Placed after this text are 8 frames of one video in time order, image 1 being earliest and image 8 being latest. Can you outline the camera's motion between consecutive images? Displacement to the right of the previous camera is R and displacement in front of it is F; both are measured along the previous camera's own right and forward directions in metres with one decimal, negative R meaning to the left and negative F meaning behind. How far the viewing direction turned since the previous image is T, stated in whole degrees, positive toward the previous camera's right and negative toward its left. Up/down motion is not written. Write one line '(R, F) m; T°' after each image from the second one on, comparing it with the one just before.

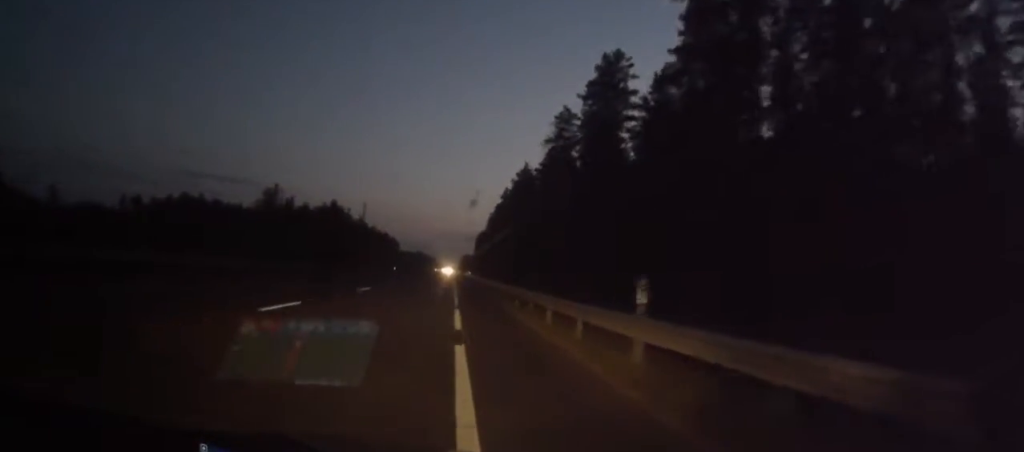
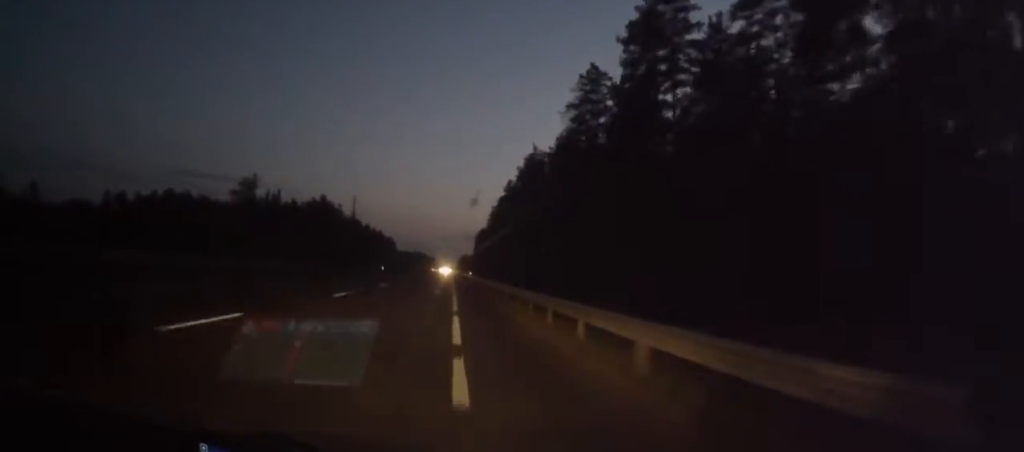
(-0.1, +16.4) m; 0°
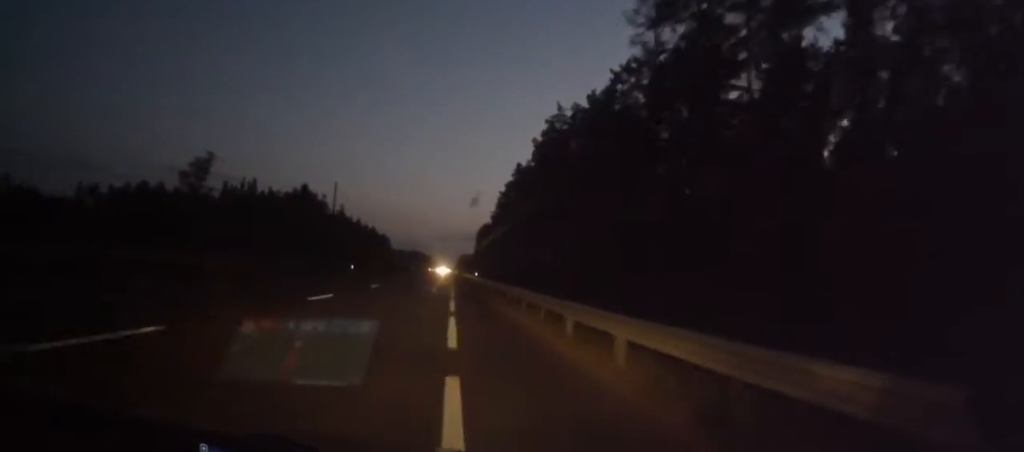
(-0.2, +27.0) m; 0°
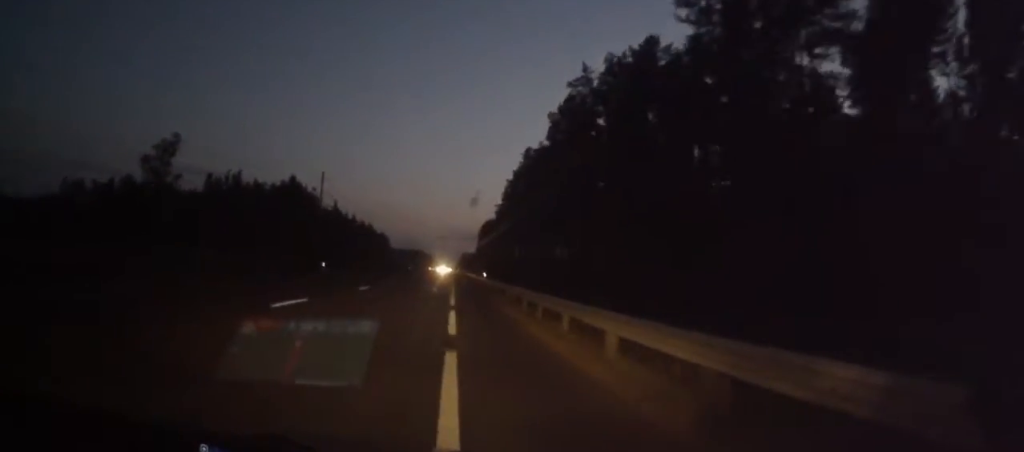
(+0.2, +15.4) m; 0°
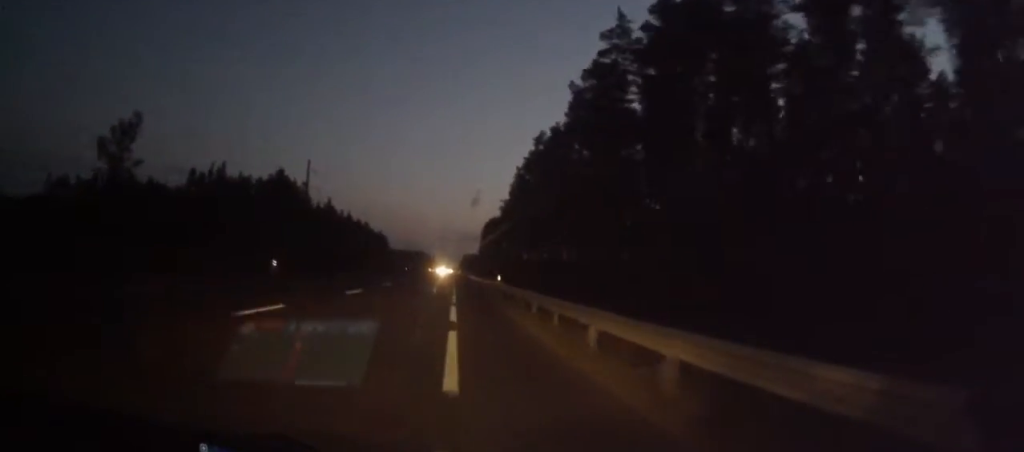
(0.0, +14.5) m; 0°
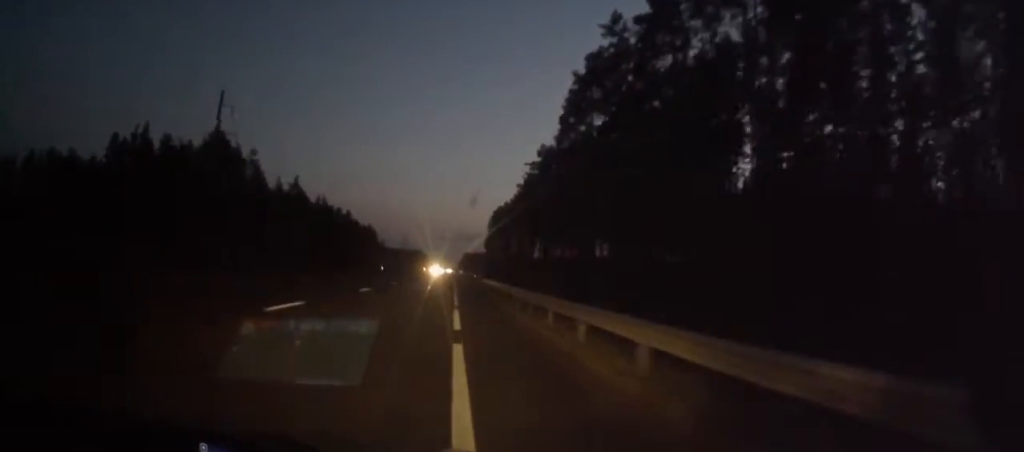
(0.0, +46.3) m; 0°
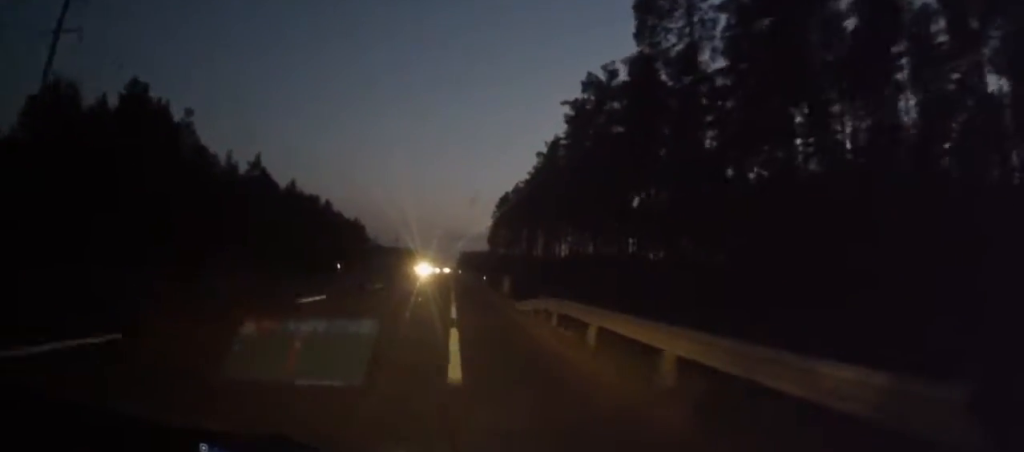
(0.0, +32.7) m; -1°
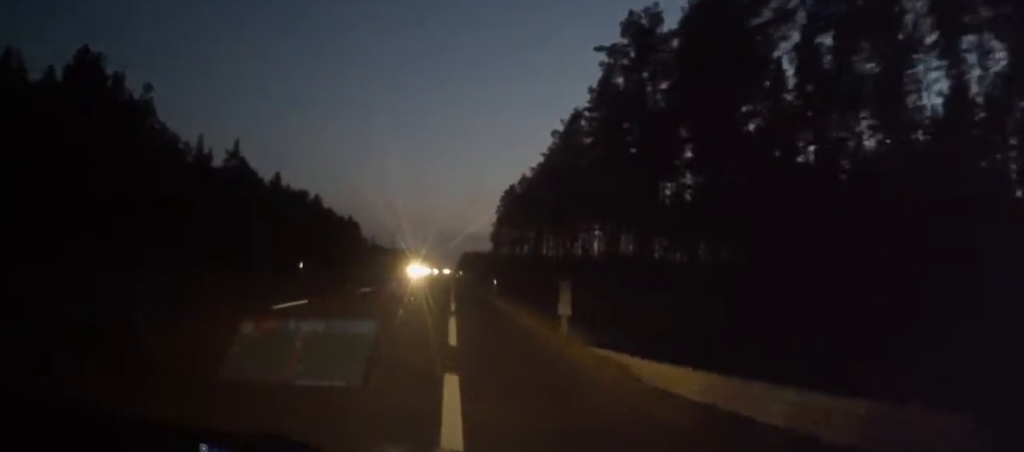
(-0.2, +14.5) m; 0°
